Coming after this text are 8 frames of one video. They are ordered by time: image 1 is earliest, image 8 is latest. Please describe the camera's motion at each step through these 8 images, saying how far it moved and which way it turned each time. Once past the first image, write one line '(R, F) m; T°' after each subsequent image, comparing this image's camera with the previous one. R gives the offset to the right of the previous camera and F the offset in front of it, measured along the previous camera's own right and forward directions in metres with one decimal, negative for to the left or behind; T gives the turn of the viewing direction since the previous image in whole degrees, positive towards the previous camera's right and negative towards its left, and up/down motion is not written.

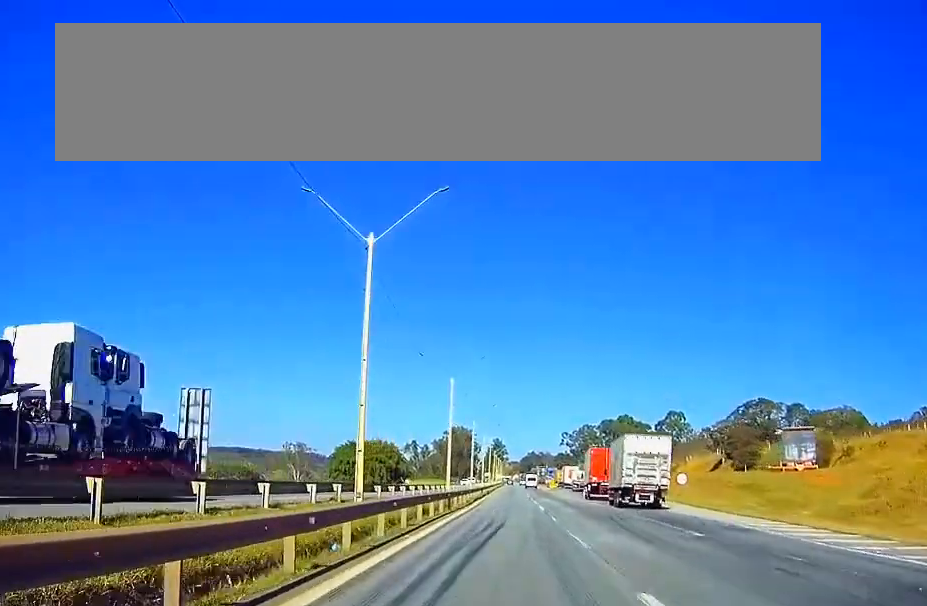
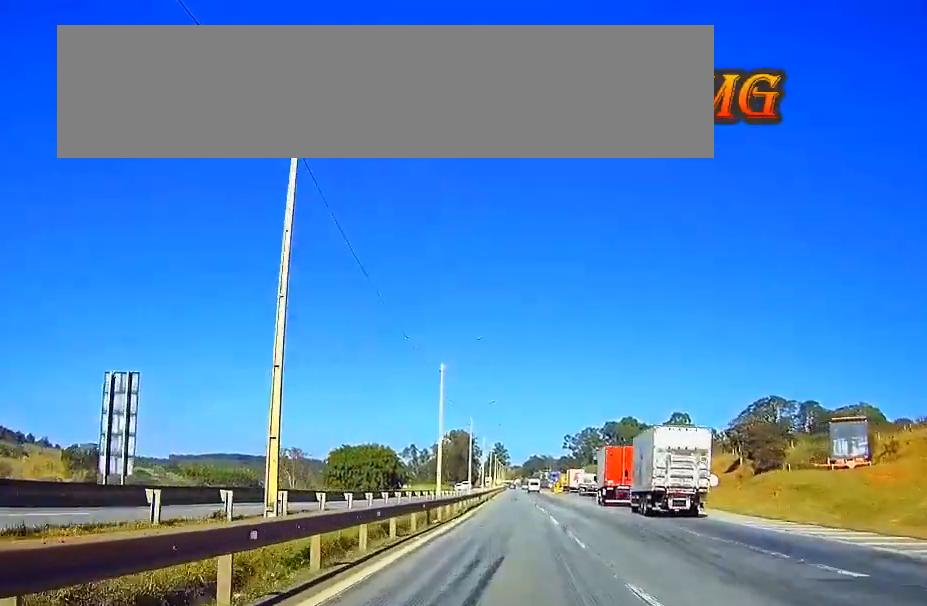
(0.0, +10.6) m; 0°
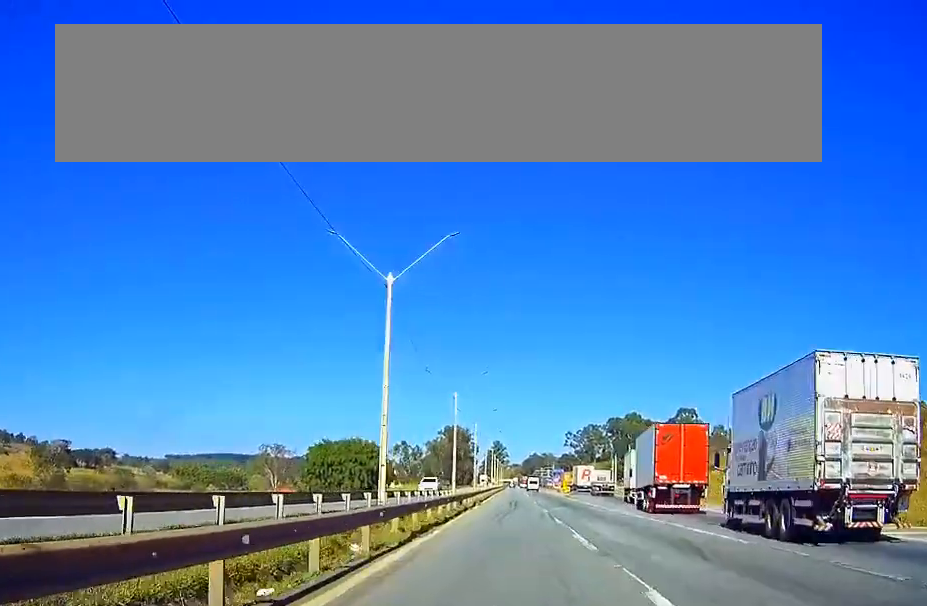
(-0.1, +24.5) m; 0°
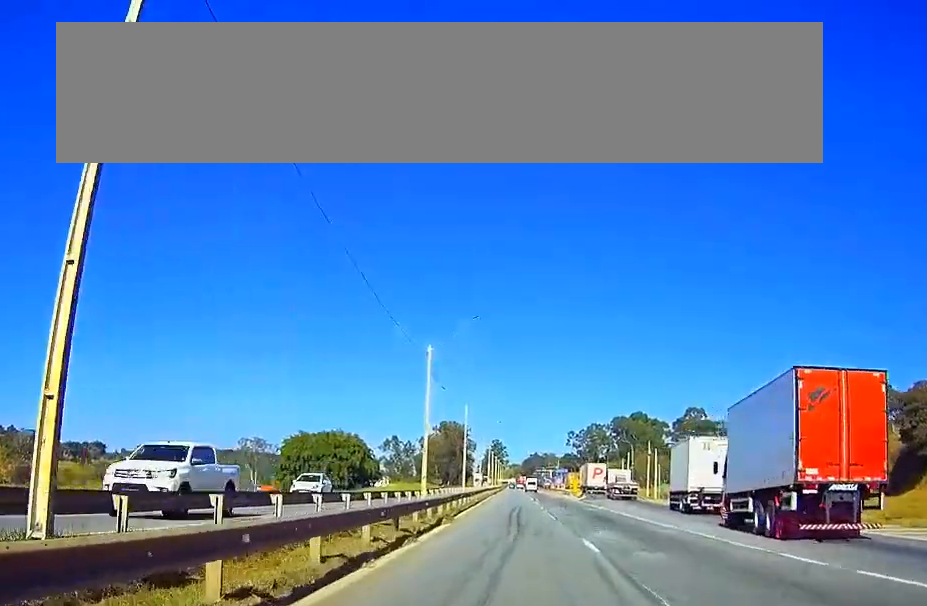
(+0.1, +24.3) m; 0°
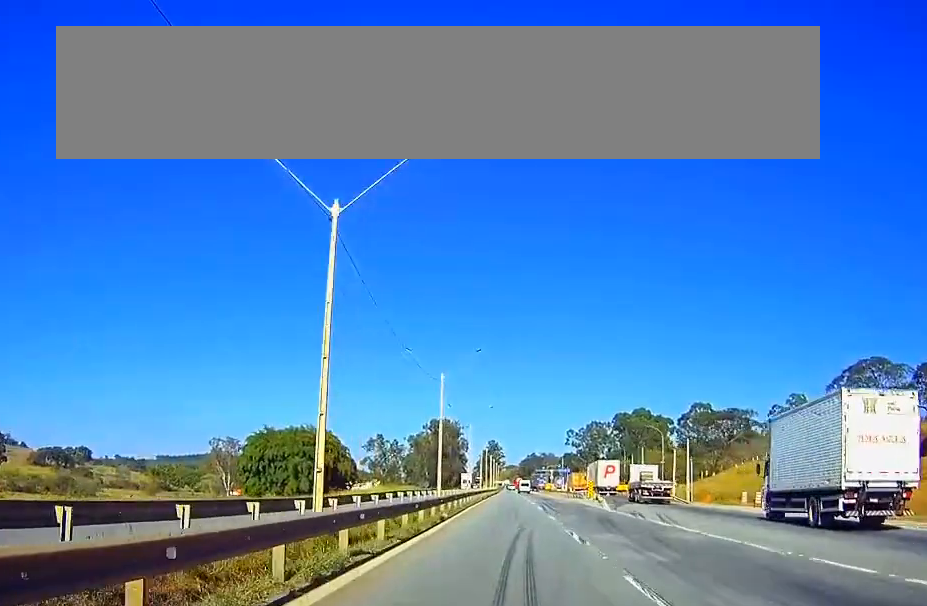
(+0.1, +25.5) m; 0°
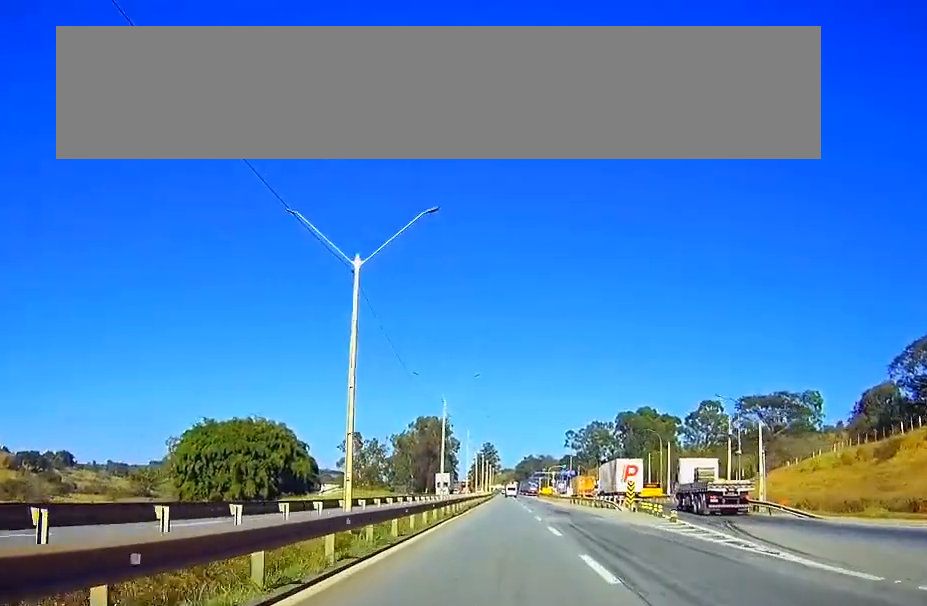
(-0.1, +32.1) m; 0°
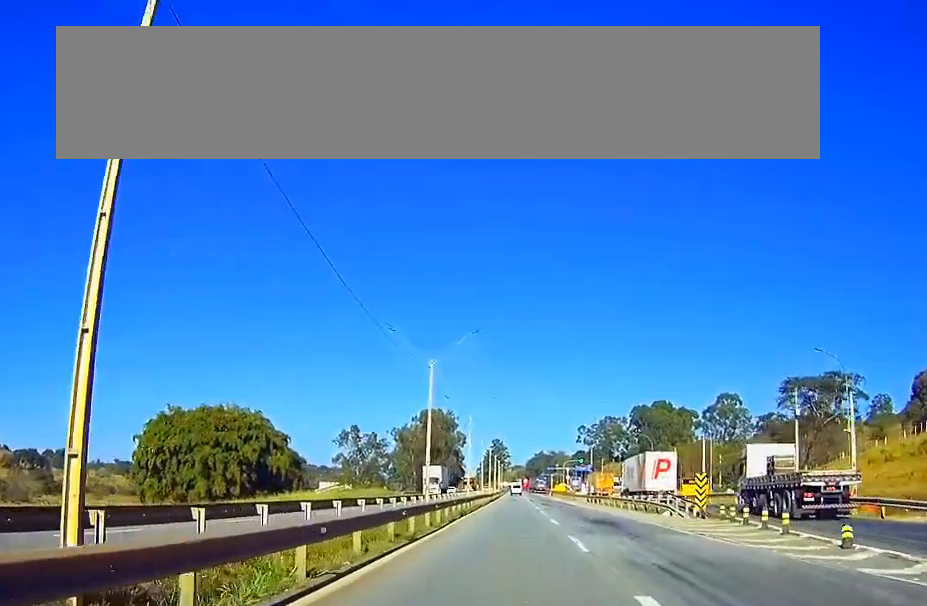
(0.0, +18.7) m; 0°
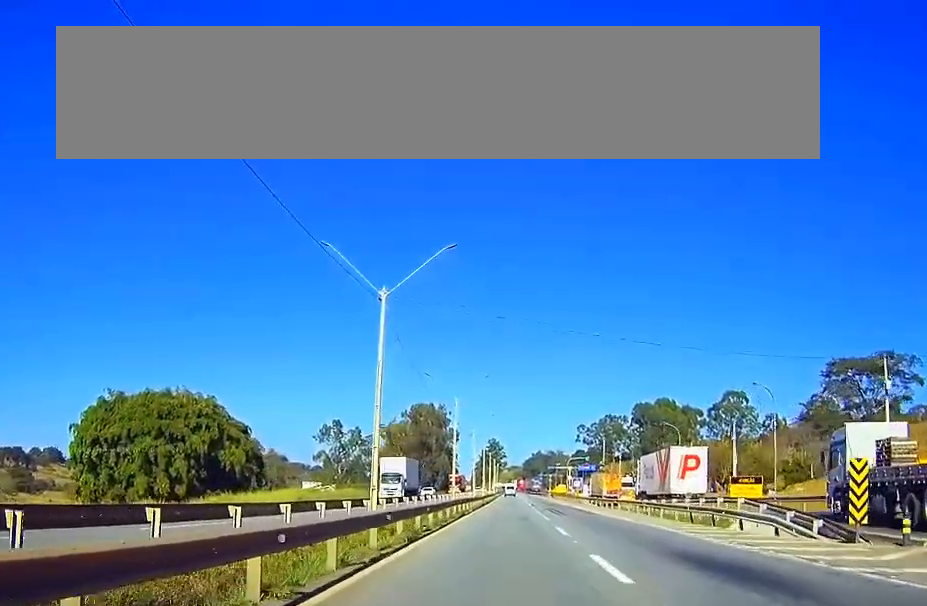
(0.0, +18.4) m; 0°
